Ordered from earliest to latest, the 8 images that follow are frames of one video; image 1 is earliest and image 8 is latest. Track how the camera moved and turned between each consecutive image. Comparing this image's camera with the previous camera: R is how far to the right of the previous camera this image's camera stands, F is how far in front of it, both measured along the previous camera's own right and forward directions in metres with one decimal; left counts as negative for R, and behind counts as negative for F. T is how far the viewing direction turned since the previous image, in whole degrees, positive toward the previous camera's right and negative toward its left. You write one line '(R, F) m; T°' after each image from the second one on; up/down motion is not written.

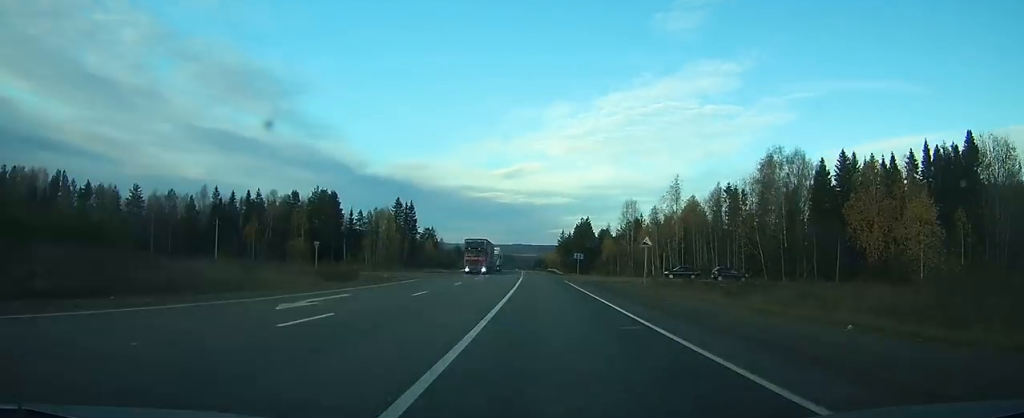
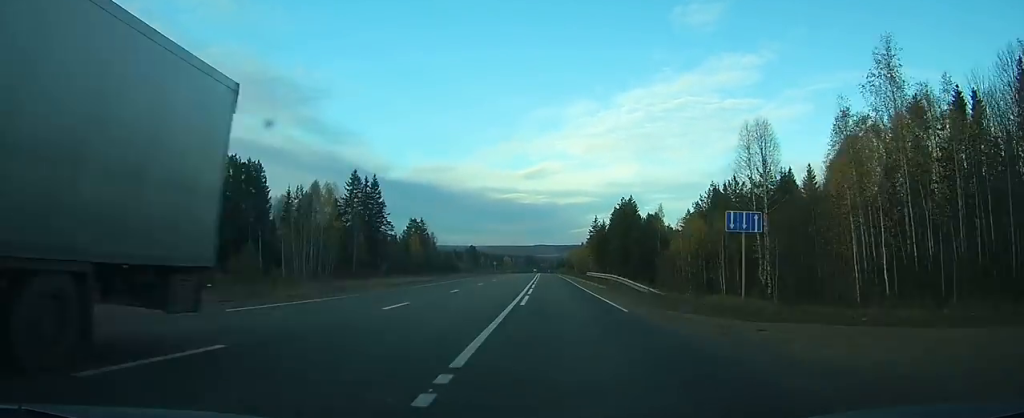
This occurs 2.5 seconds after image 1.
(-2.6, +71.4) m; -3°
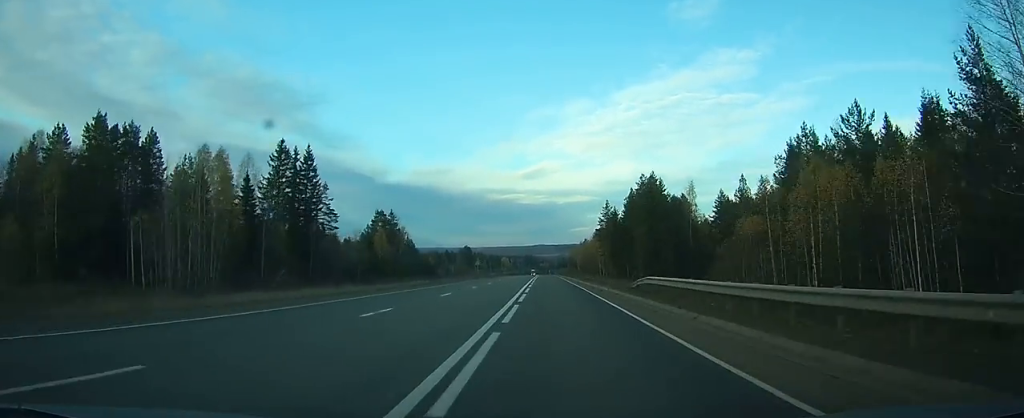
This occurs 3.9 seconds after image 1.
(-0.5, +41.0) m; -1°
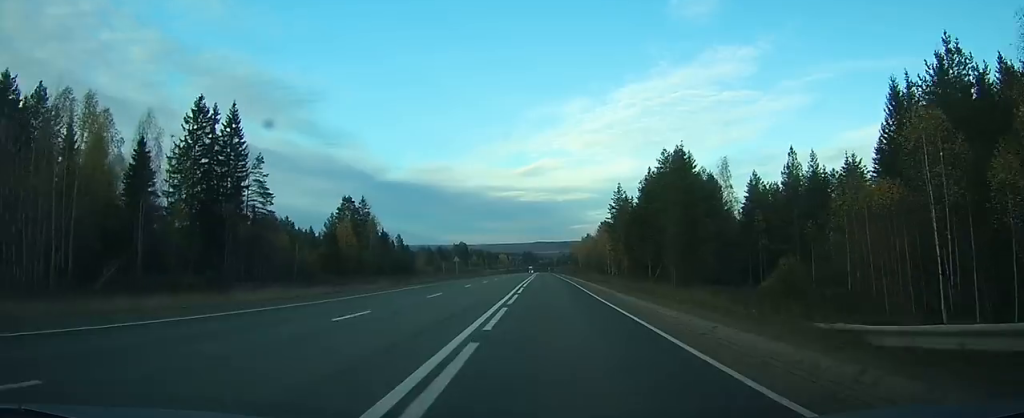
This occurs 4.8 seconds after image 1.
(-0.1, +26.2) m; 0°
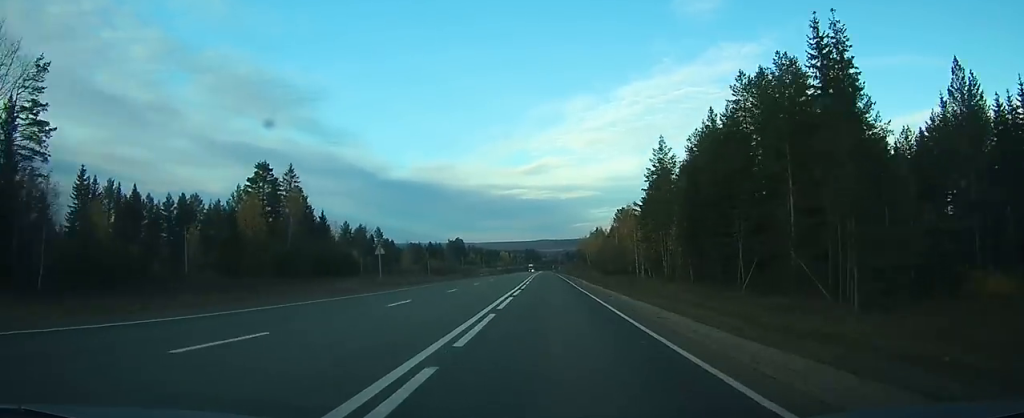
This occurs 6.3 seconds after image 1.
(0.0, +42.1) m; 0°
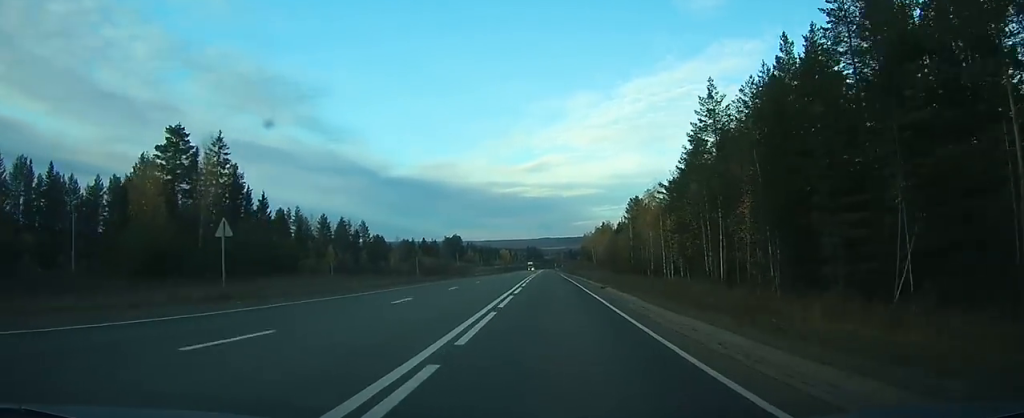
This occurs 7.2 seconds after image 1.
(-0.1, +23.6) m; 0°
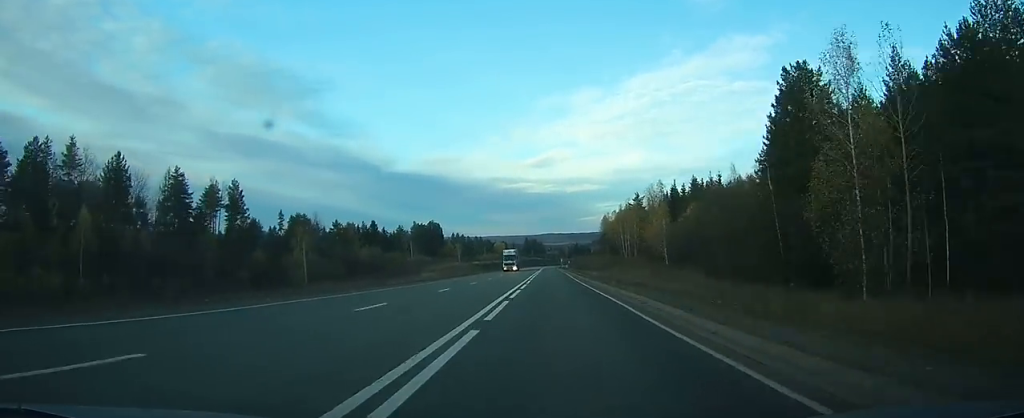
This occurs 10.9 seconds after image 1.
(-0.5, +95.1) m; 0°
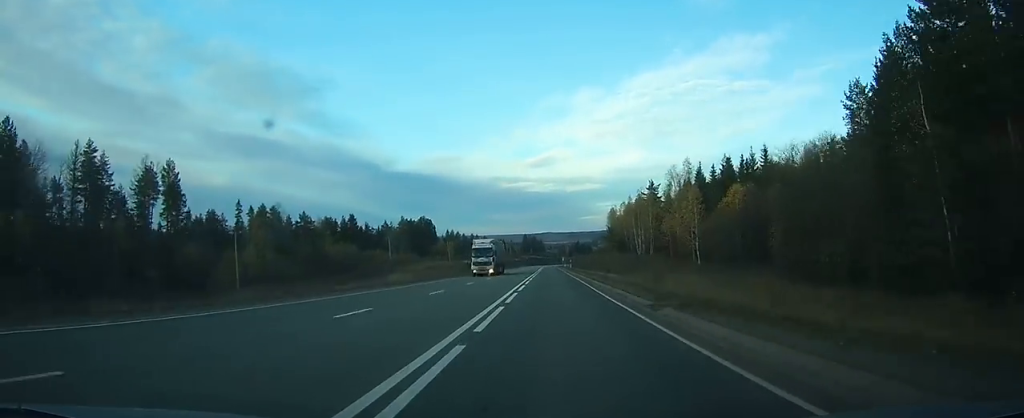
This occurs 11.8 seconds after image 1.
(-0.1, +24.3) m; 0°
